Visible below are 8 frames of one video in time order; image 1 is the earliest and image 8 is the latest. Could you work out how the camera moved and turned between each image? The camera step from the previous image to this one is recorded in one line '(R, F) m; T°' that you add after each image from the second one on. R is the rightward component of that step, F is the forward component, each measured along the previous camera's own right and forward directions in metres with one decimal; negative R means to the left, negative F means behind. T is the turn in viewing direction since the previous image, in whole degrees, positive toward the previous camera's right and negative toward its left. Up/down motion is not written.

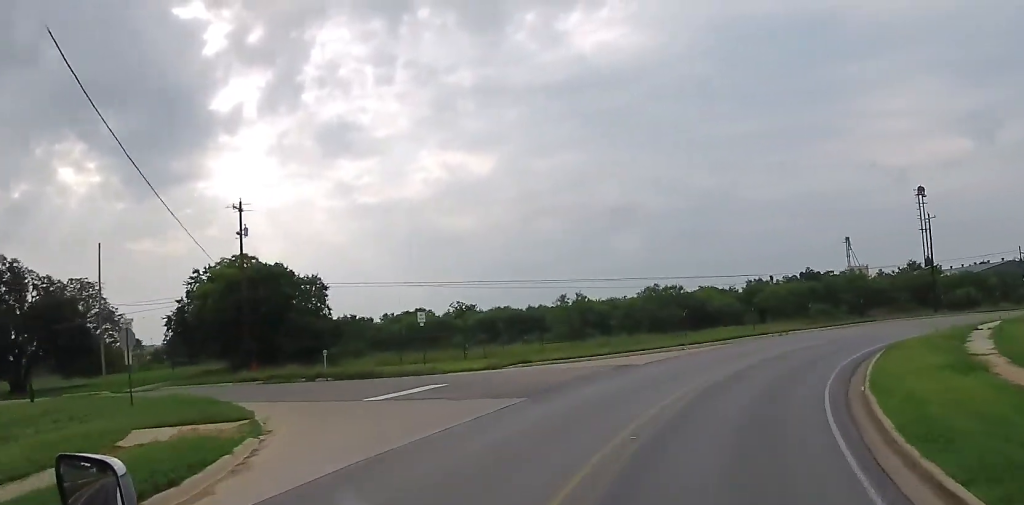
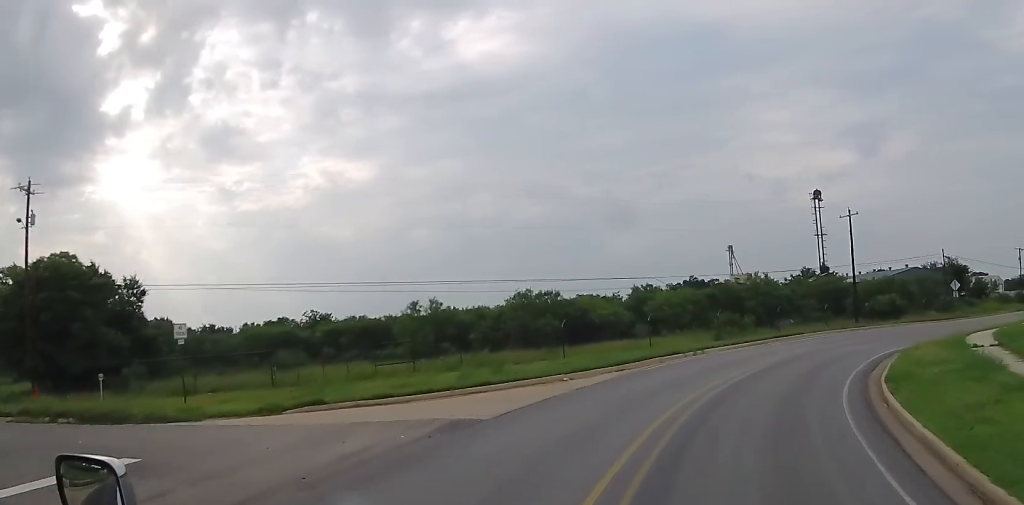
(+1.5, +11.3) m; +14°
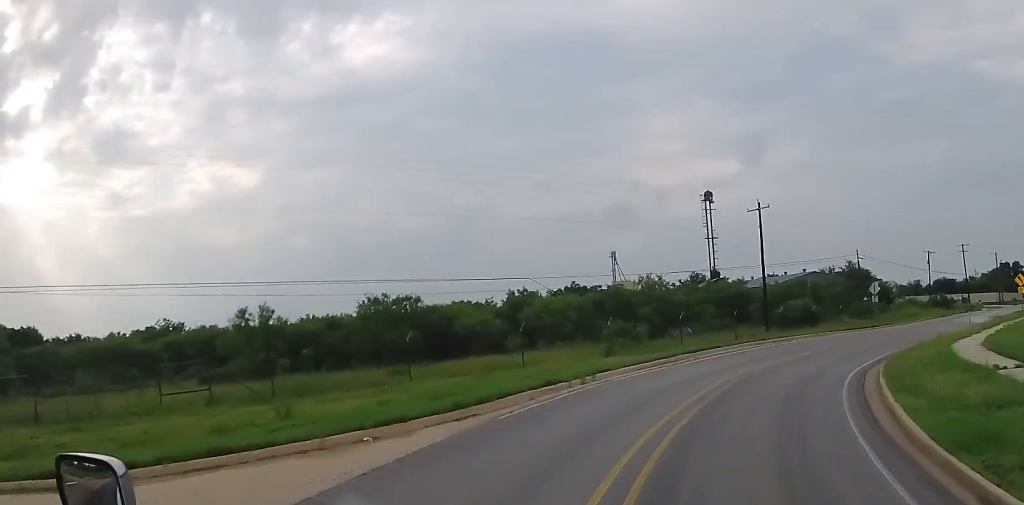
(+0.9, +9.7) m; +8°
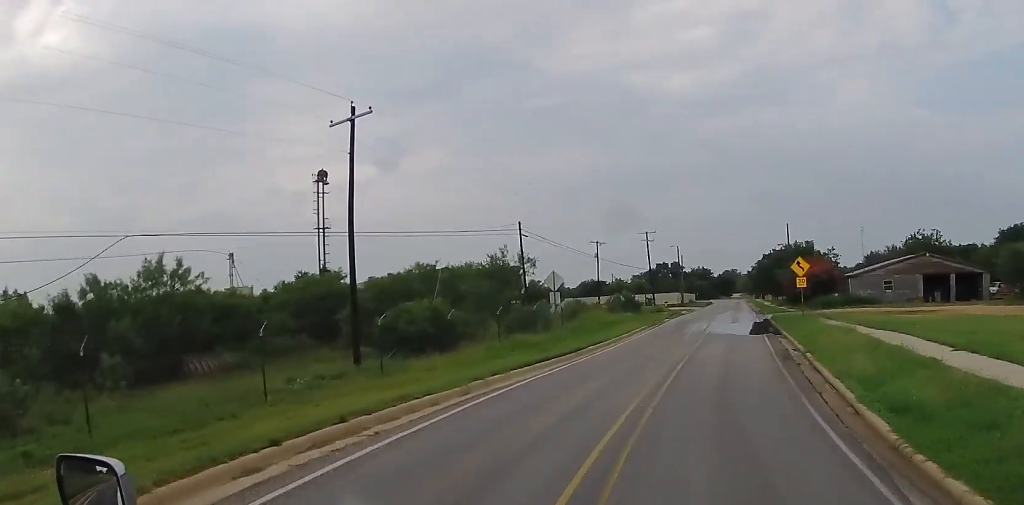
(+8.0, +27.8) m; +37°
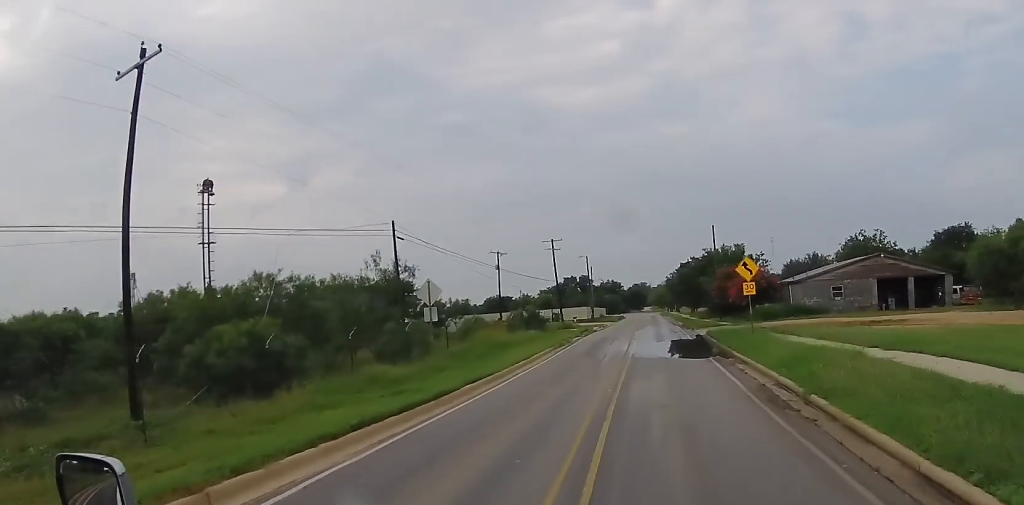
(+0.9, +9.1) m; +7°
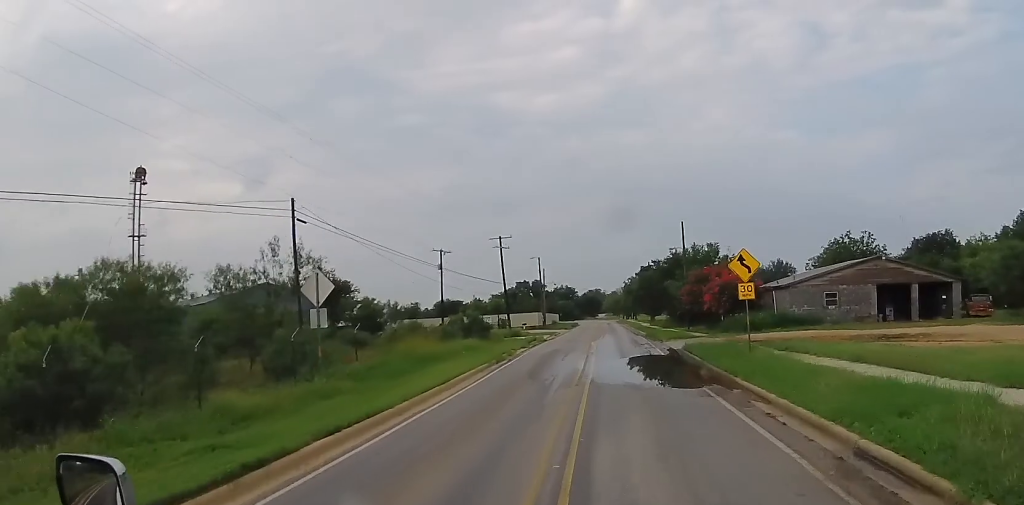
(0.0, +7.8) m; +4°
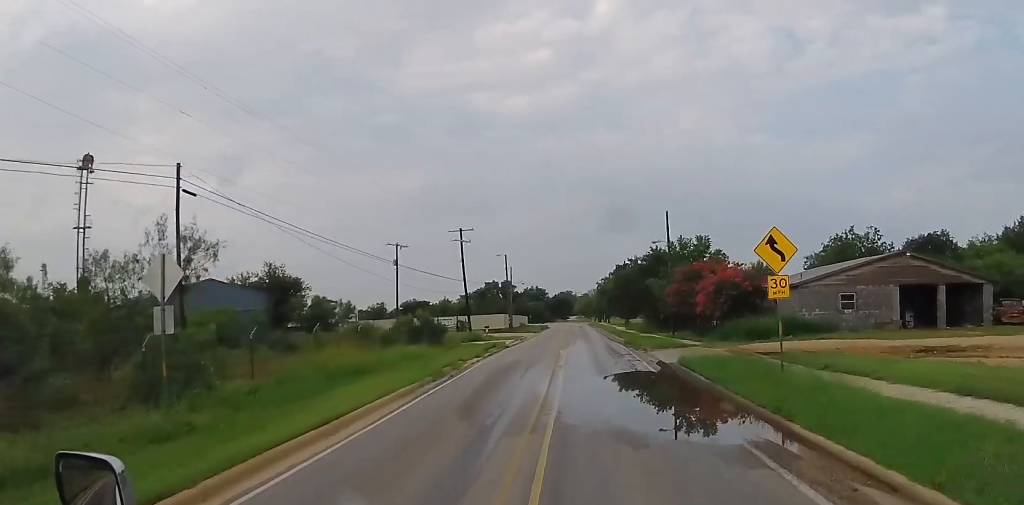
(+0.4, +7.4) m; +4°
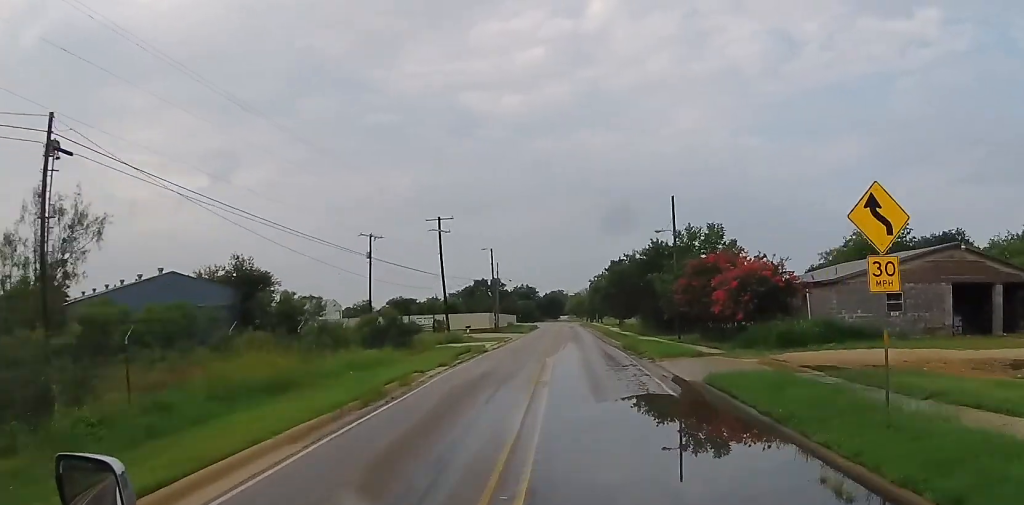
(+0.2, +6.8) m; +4°
